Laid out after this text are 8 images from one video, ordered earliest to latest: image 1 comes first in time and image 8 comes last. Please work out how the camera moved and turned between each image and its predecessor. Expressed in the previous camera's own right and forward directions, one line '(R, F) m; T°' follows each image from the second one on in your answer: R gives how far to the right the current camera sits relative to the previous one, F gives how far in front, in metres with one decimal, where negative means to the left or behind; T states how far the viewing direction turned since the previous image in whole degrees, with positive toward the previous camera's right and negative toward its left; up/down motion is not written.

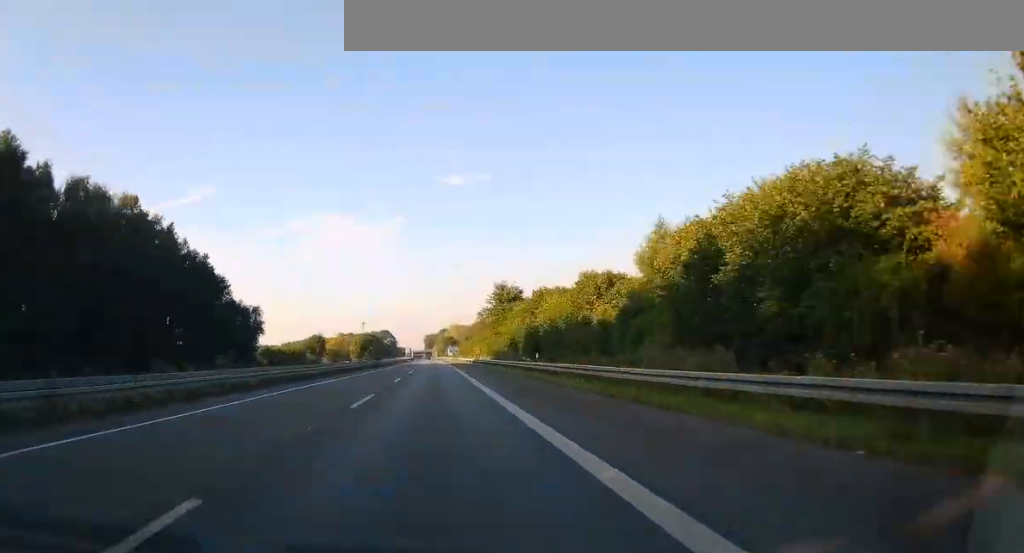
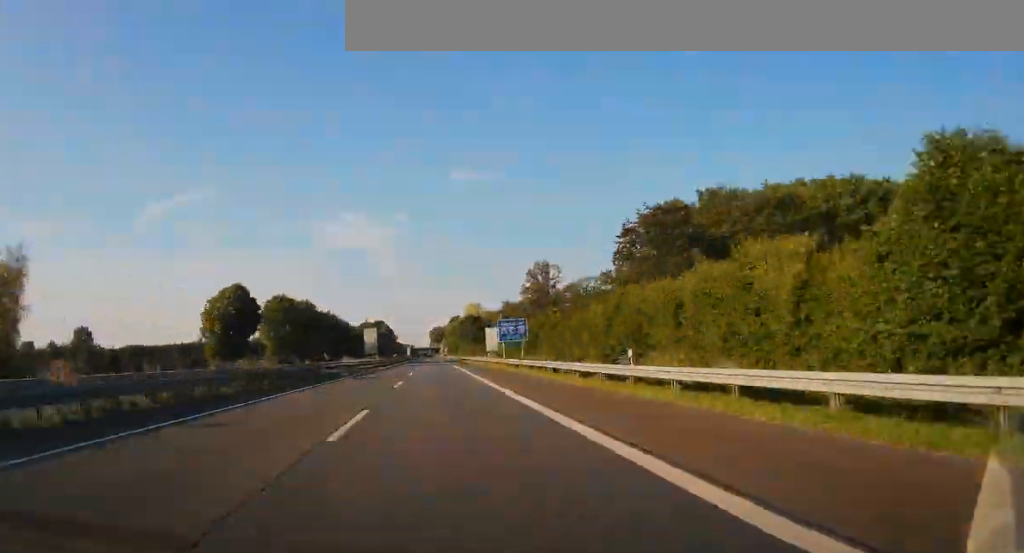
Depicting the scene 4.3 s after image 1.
(-1.4, +169.0) m; -1°
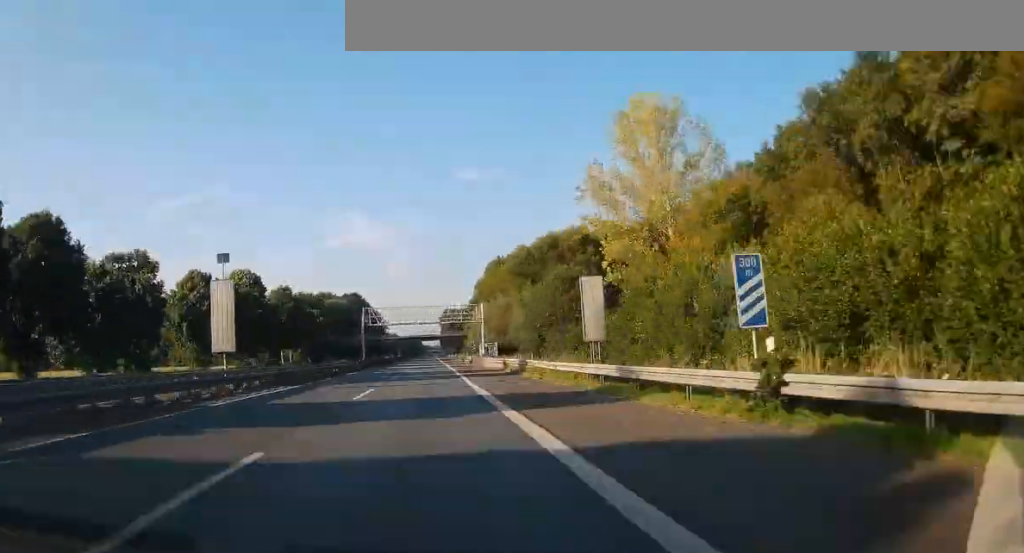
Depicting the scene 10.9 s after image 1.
(-2.2, +256.7) m; -1°
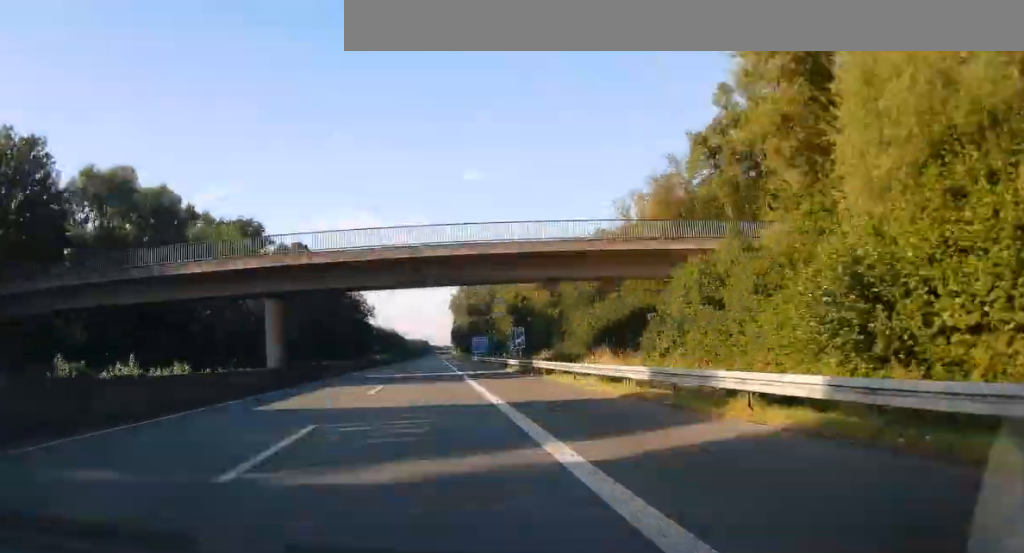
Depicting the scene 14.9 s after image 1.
(-0.8, +156.6) m; 0°
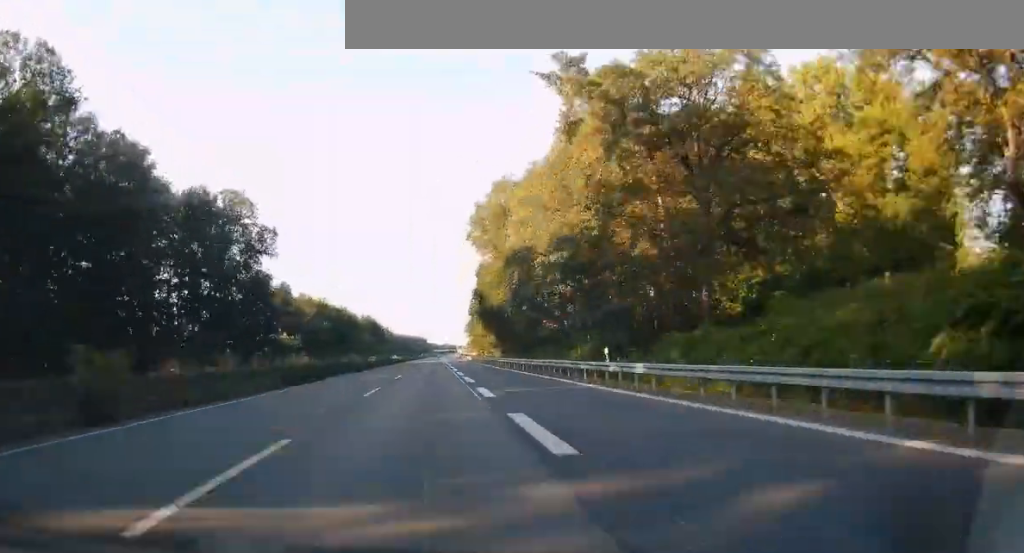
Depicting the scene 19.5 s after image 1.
(-0.4, +182.1) m; 0°
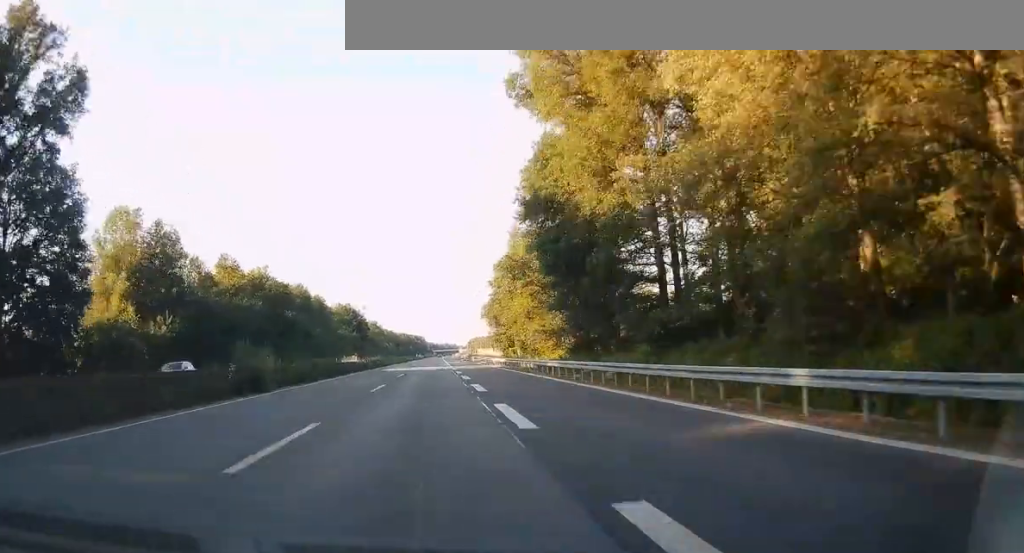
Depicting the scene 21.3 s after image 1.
(-0.2, +69.1) m; 0°
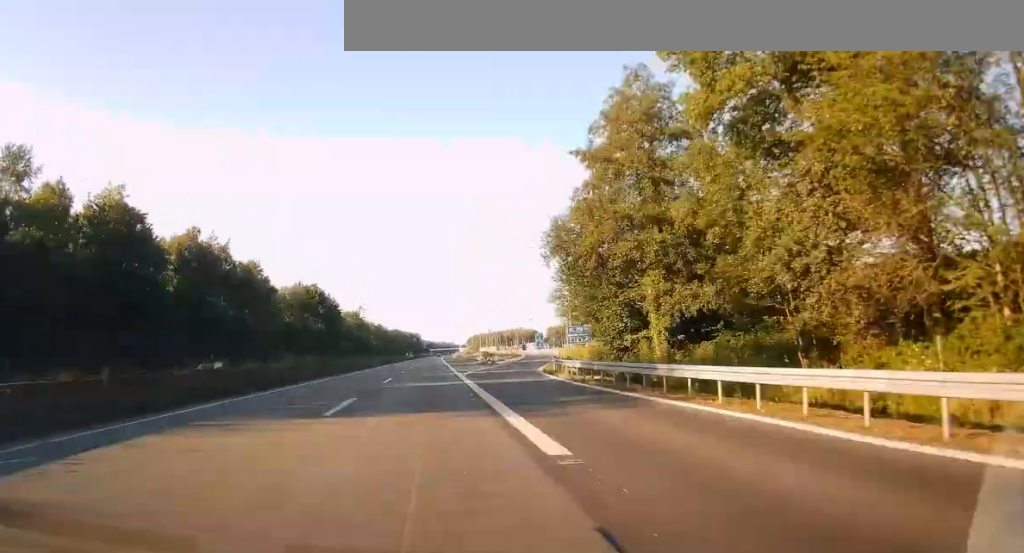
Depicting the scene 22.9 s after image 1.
(+0.3, +62.9) m; 0°
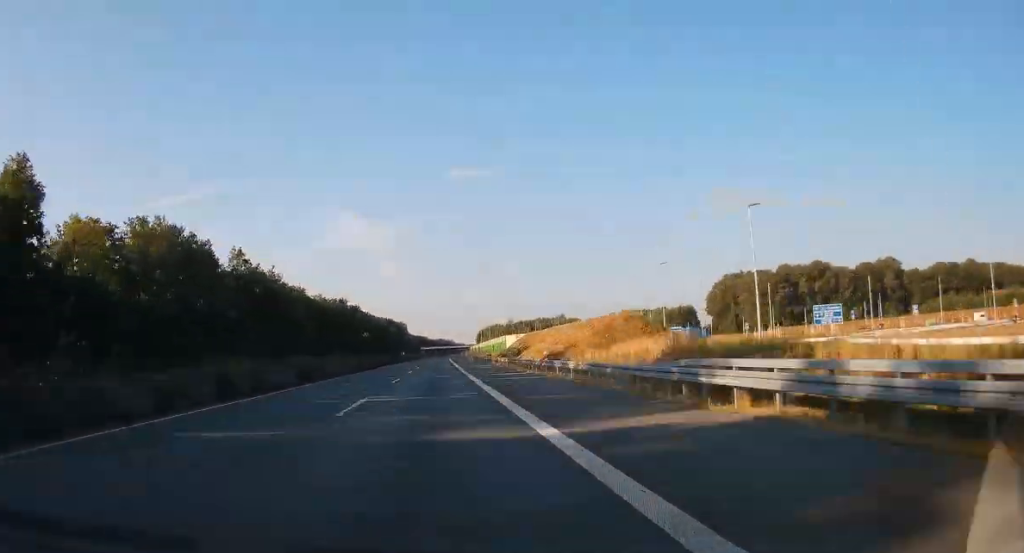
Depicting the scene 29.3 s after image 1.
(+1.0, +251.3) m; +1°
